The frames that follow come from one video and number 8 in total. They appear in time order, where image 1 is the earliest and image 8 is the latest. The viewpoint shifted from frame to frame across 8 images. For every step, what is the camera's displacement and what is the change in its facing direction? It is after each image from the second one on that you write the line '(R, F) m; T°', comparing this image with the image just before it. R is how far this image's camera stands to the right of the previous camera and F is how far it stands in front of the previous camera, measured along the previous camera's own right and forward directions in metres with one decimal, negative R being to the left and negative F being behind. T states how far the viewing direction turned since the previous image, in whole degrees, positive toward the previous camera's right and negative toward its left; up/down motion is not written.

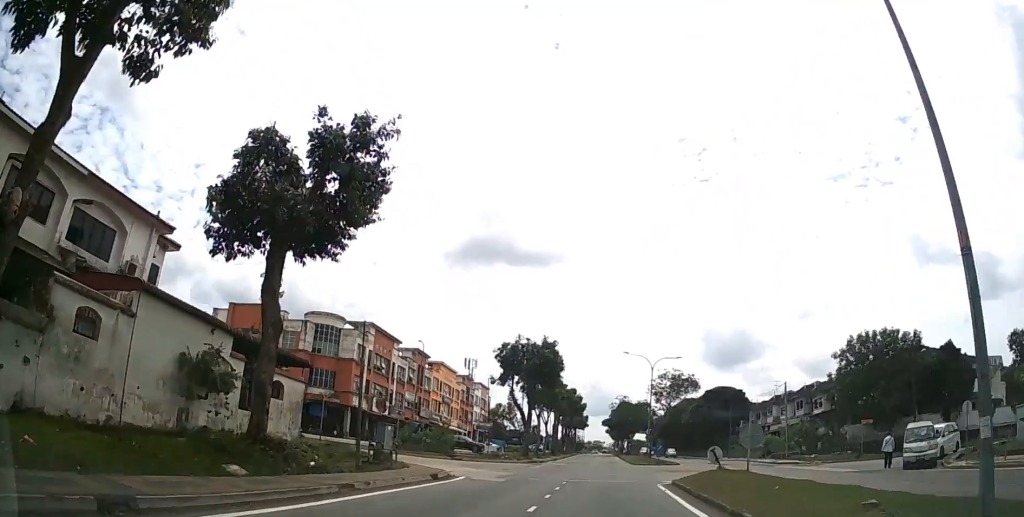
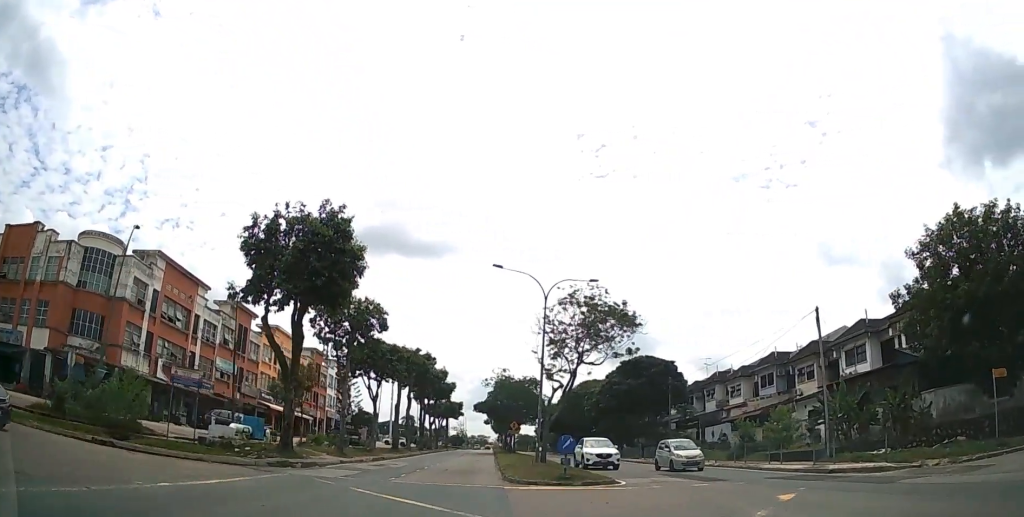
(+1.6, +23.2) m; +17°
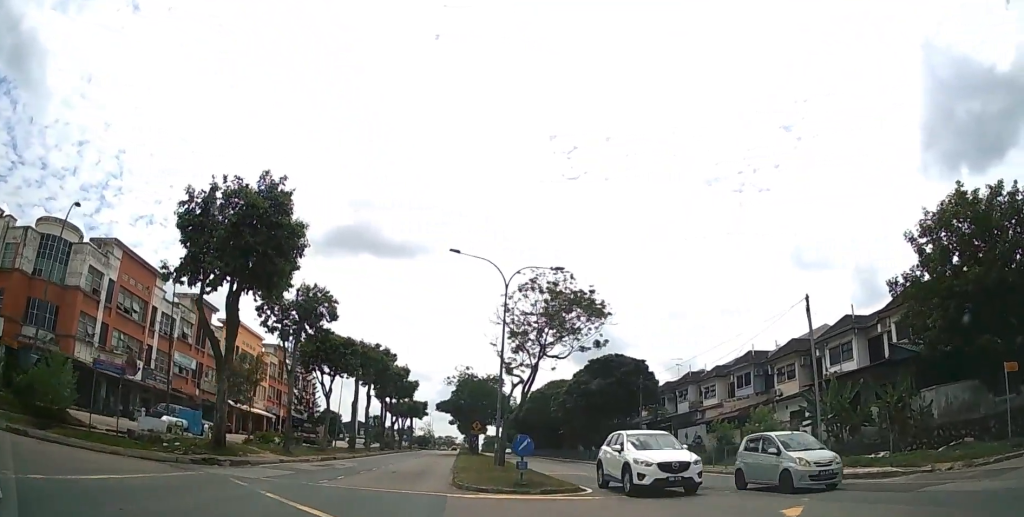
(+0.3, +2.6) m; +10°
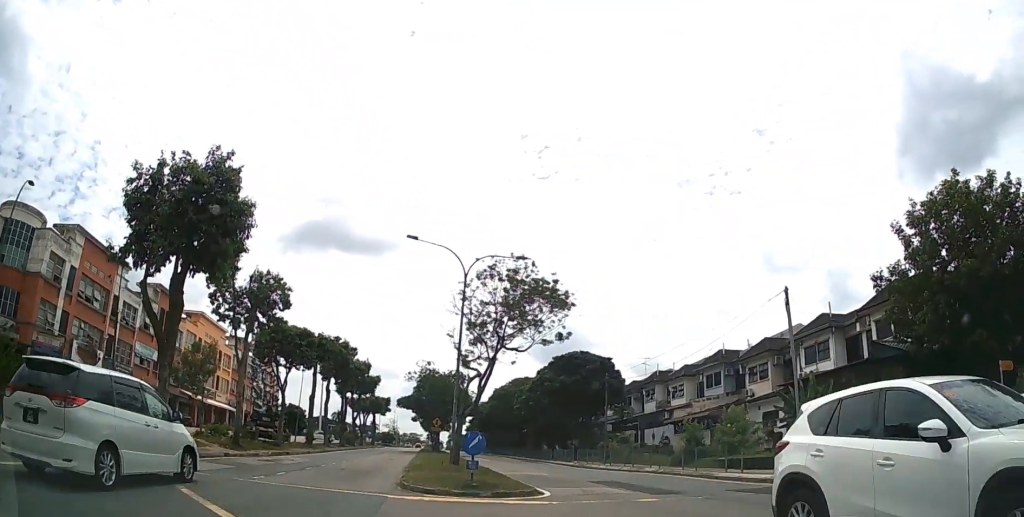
(+0.1, +1.8) m; +10°
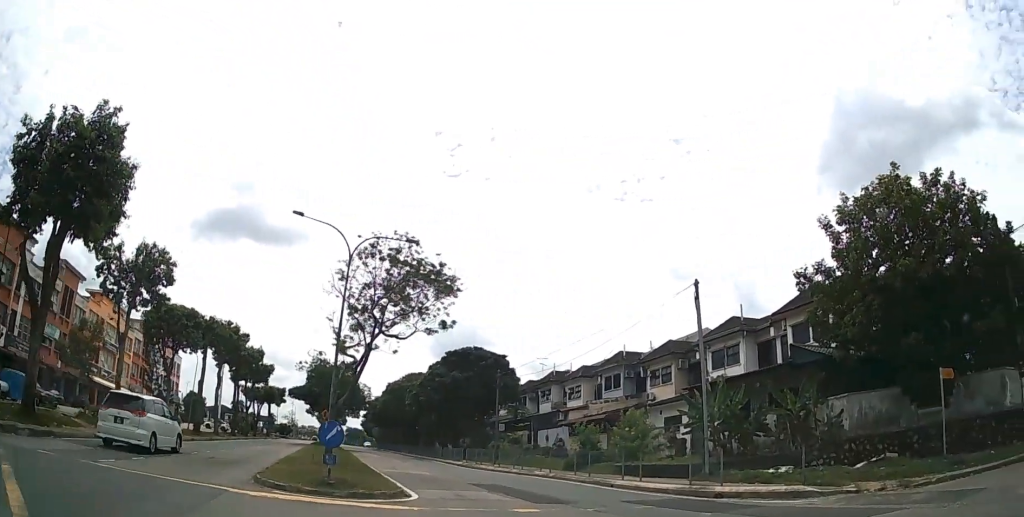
(+0.2, +2.1) m; +15°
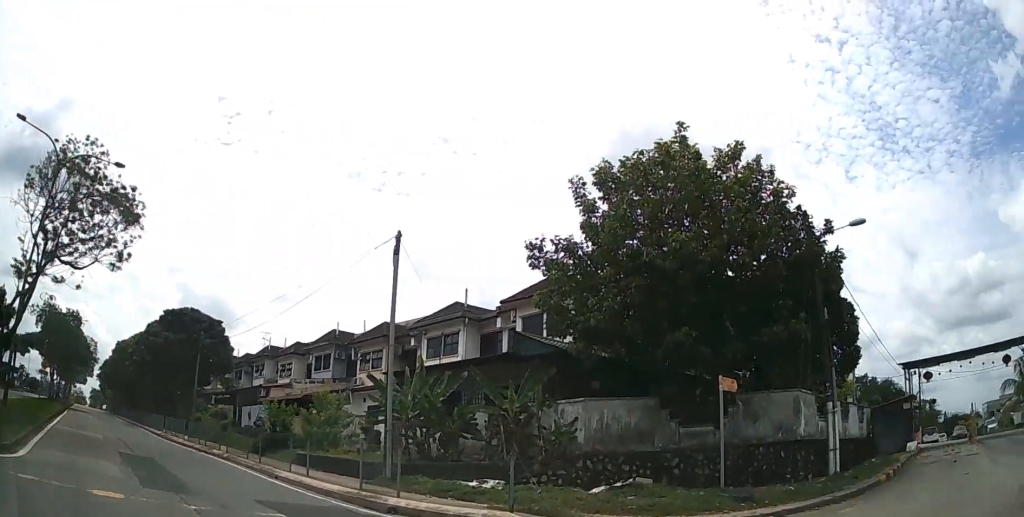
(+0.9, +3.8) m; +23°
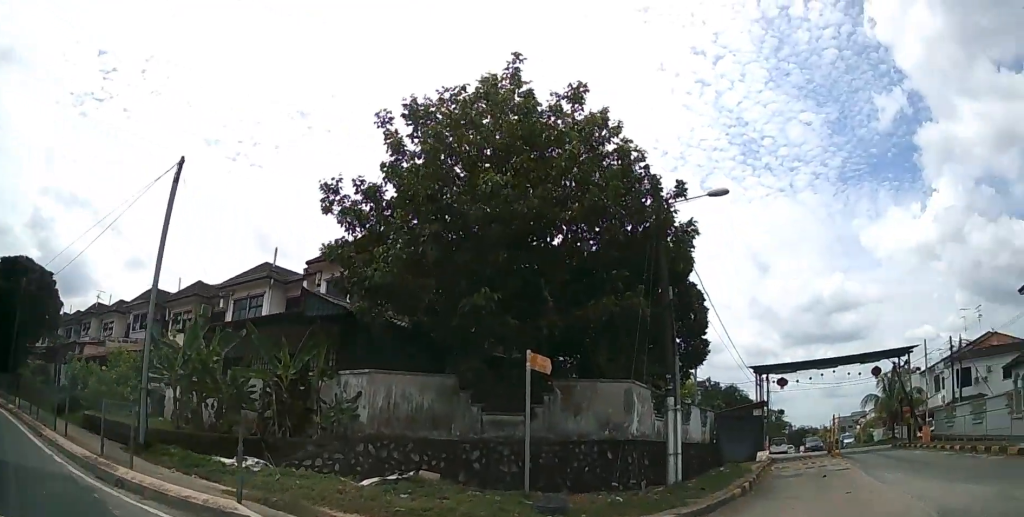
(+0.2, +2.7) m; +9°
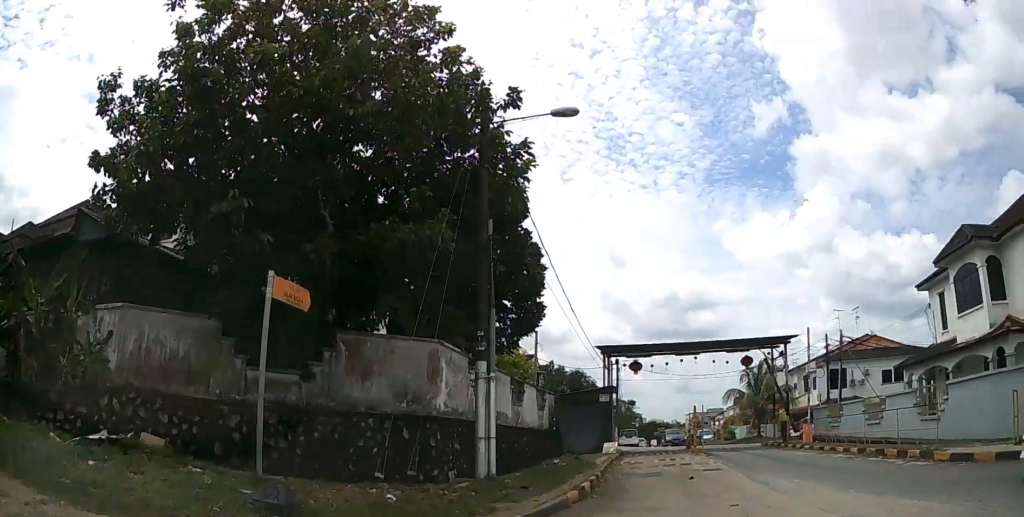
(+0.3, +3.4) m; +6°
